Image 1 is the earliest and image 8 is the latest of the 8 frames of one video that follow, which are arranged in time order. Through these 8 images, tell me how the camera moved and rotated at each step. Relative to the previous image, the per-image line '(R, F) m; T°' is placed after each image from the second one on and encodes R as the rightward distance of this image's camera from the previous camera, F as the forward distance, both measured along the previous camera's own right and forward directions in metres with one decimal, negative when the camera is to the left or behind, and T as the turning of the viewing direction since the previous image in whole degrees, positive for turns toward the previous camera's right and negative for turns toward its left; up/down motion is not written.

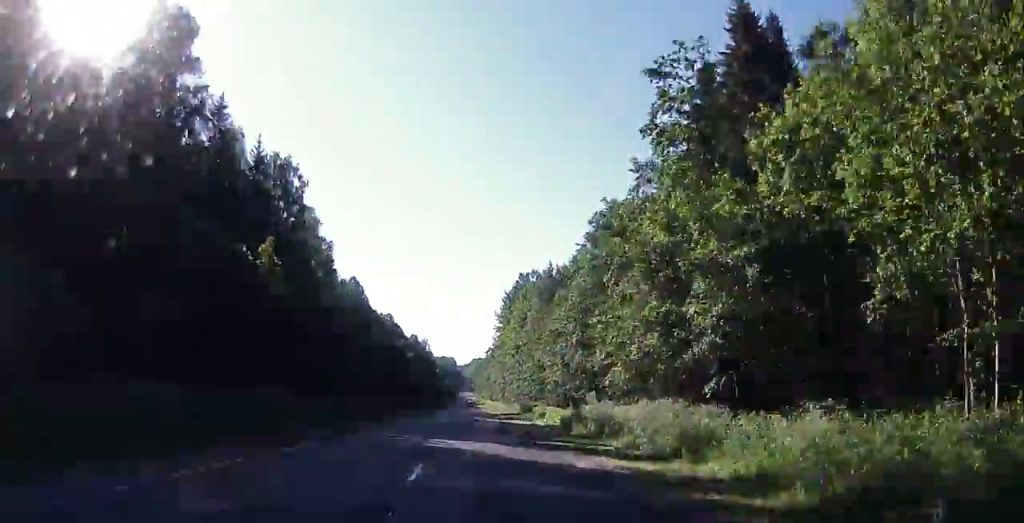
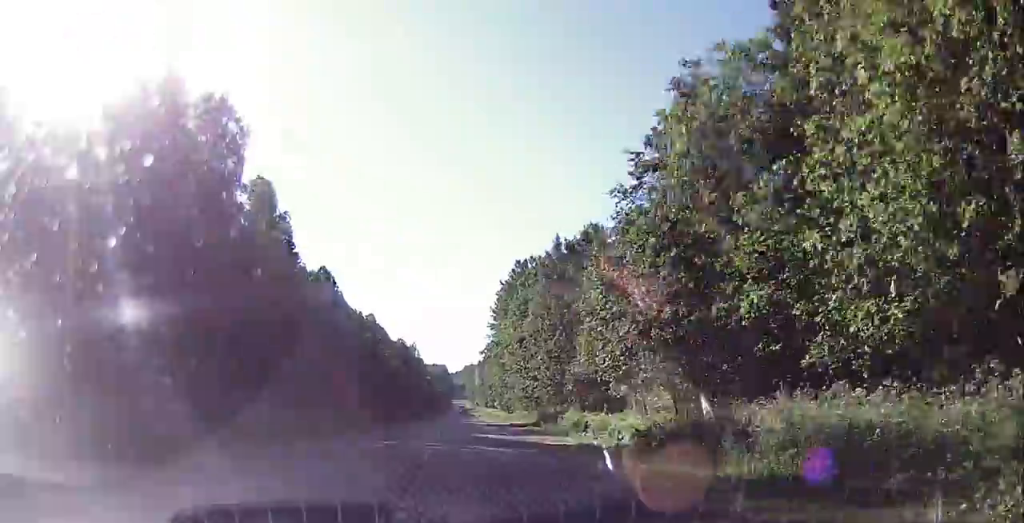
(-0.3, +18.3) m; -1°
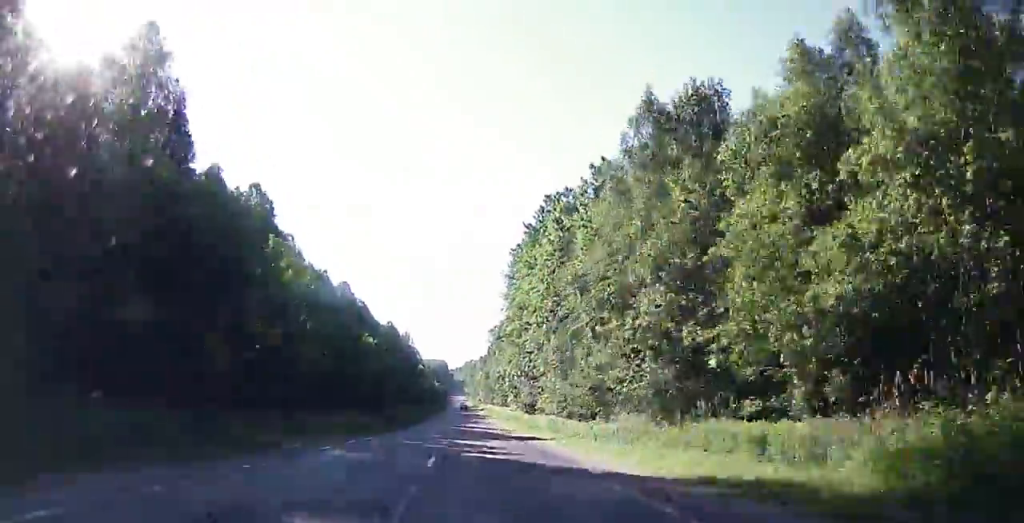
(+0.1, +38.2) m; +1°
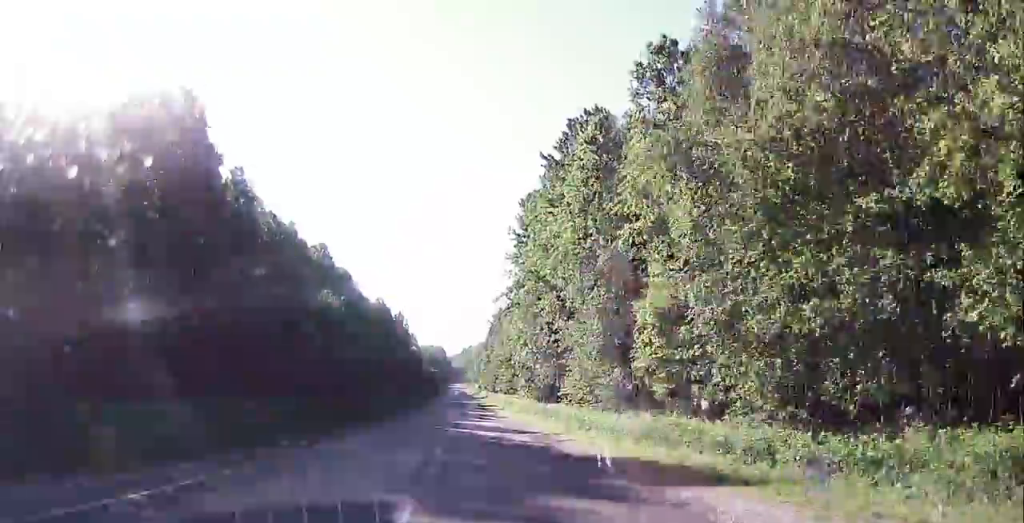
(+0.2, +20.0) m; +1°
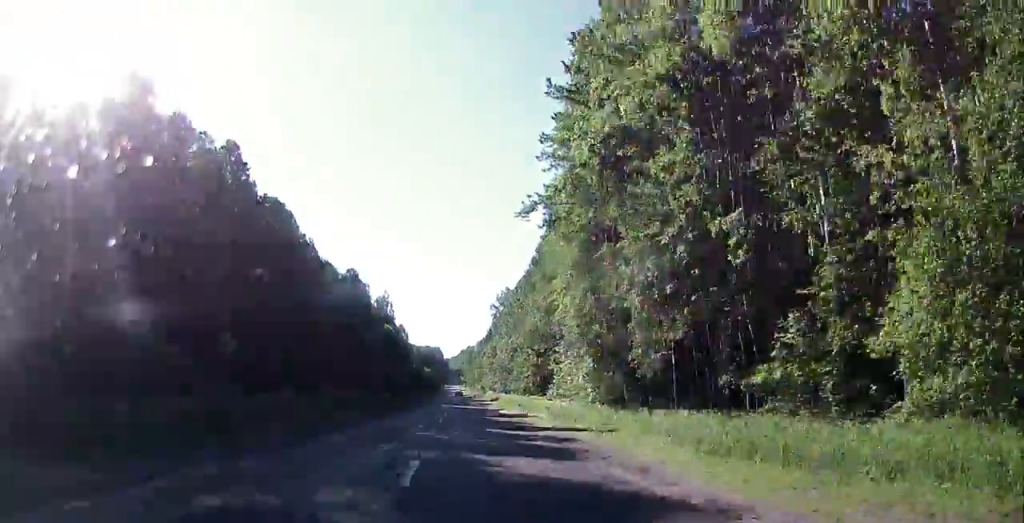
(0.0, +42.6) m; -1°
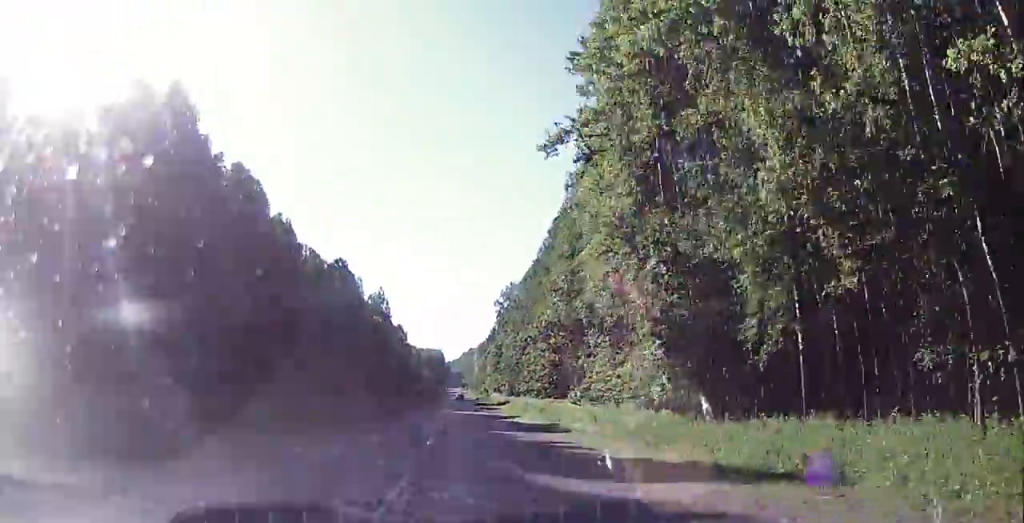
(-0.1, +13.2) m; 0°
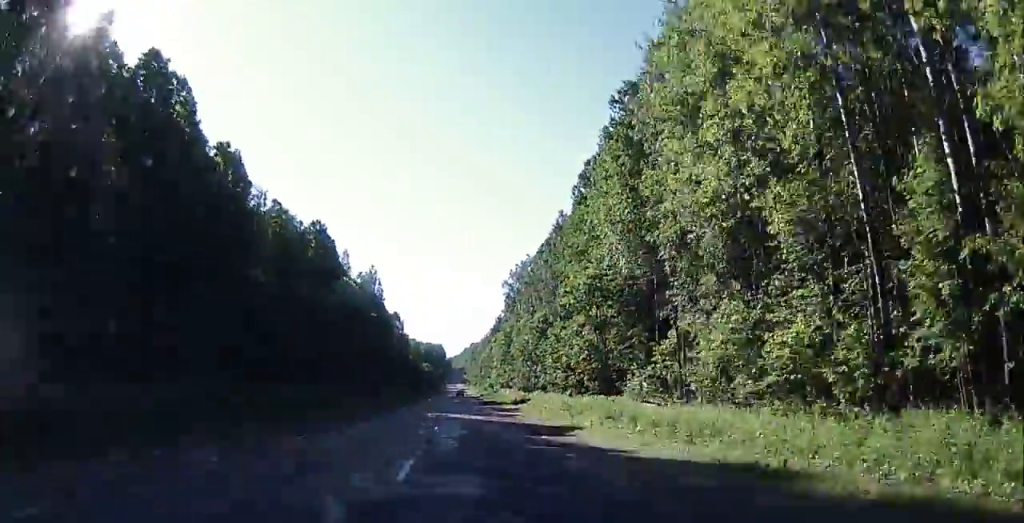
(-0.2, +20.6) m; 0°
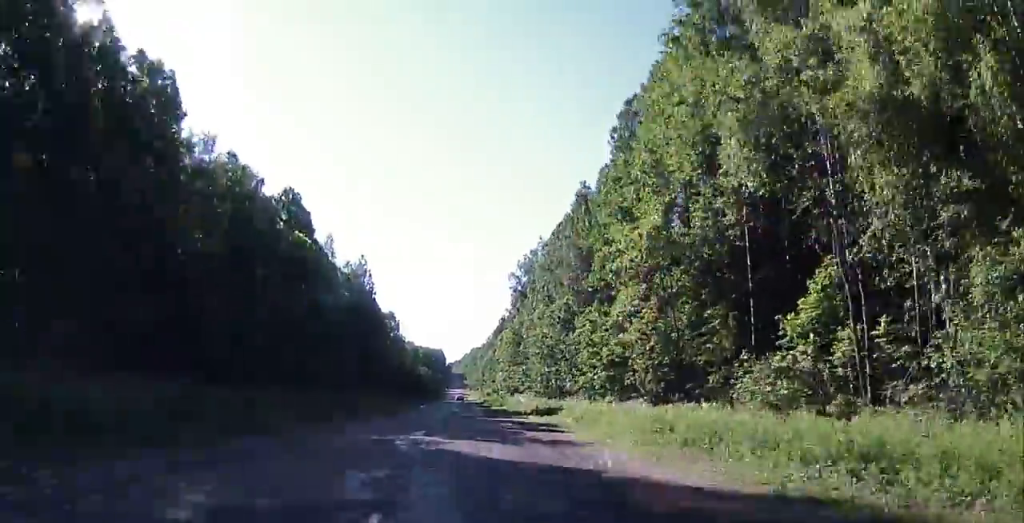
(-0.1, +16.5) m; +2°
